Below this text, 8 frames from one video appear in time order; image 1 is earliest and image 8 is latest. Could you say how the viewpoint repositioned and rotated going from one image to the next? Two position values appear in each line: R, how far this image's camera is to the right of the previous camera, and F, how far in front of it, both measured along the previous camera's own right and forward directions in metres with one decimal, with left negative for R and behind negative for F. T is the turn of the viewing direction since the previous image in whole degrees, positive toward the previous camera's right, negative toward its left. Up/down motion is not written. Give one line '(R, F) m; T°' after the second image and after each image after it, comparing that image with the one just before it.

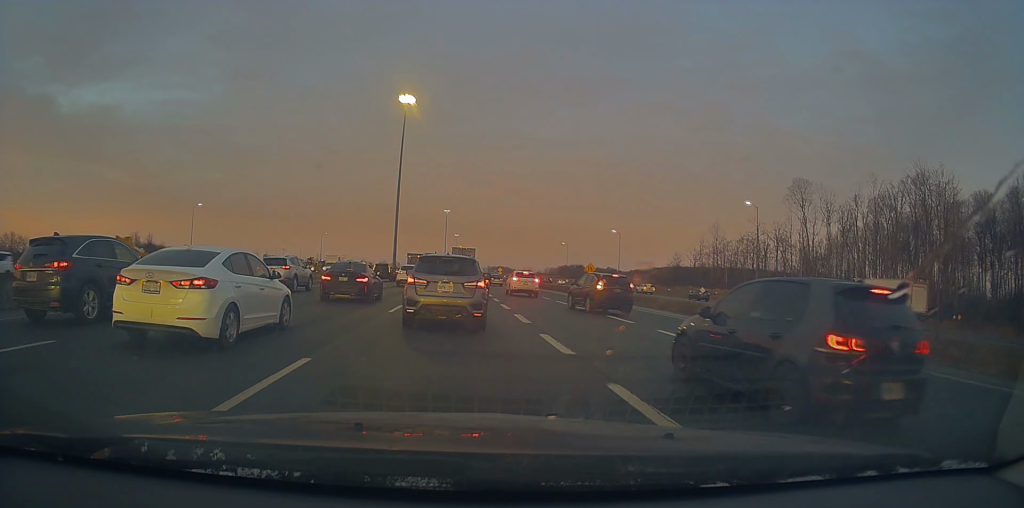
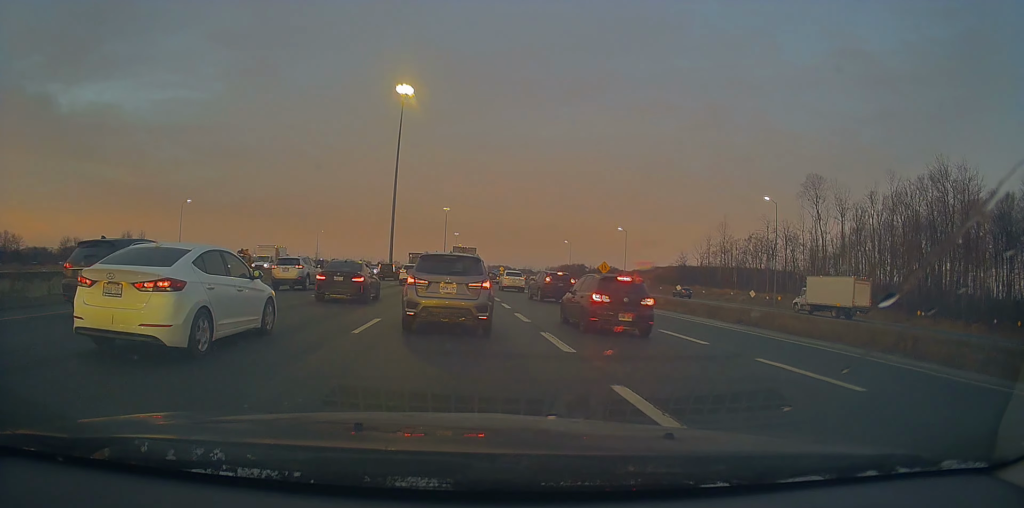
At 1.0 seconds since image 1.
(+0.9, +5.9) m; +5°
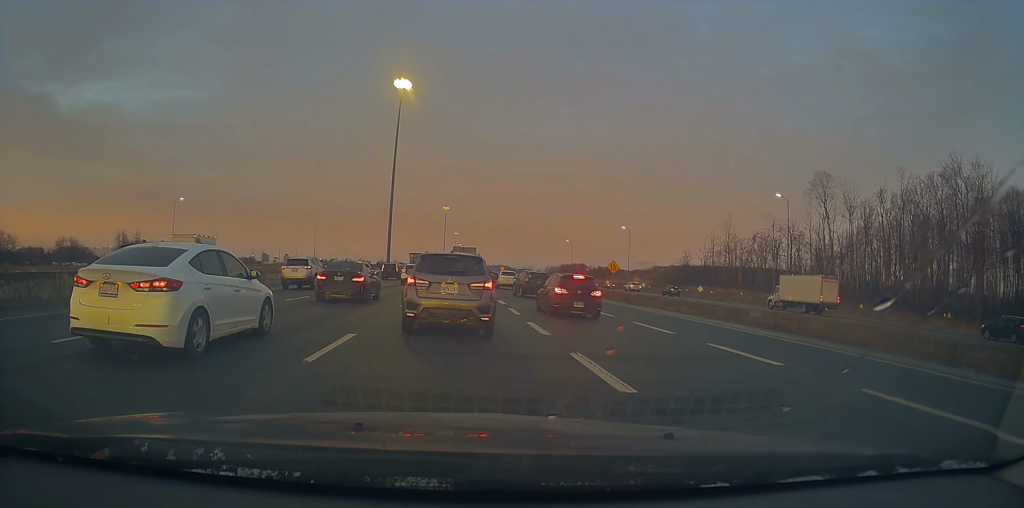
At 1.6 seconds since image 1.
(-0.3, +3.6) m; -1°
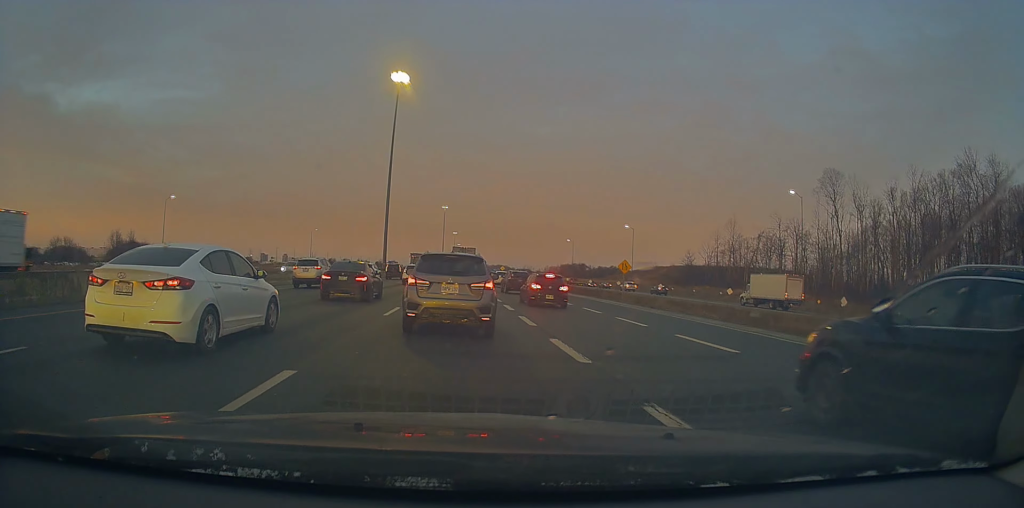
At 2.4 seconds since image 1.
(+0.1, +4.1) m; -1°
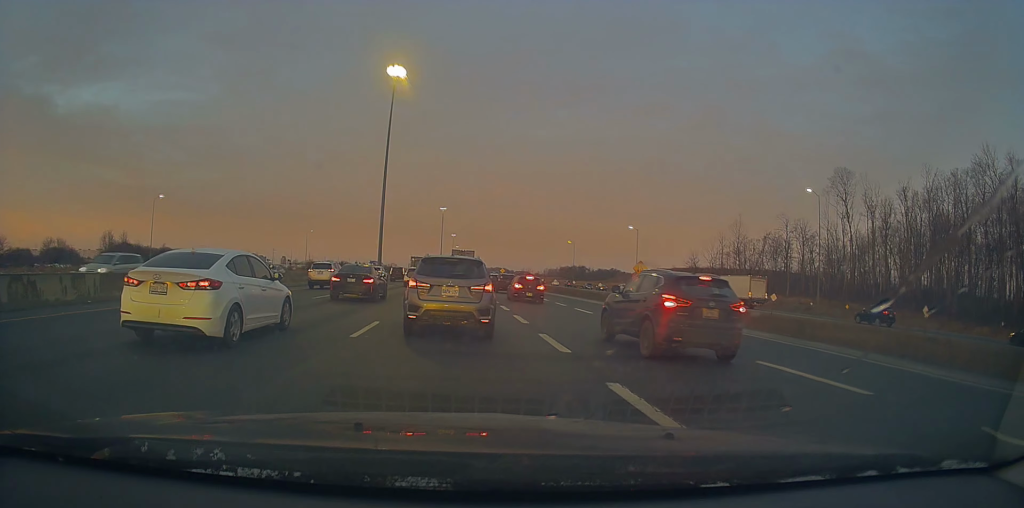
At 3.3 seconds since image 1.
(-0.1, +4.8) m; -2°
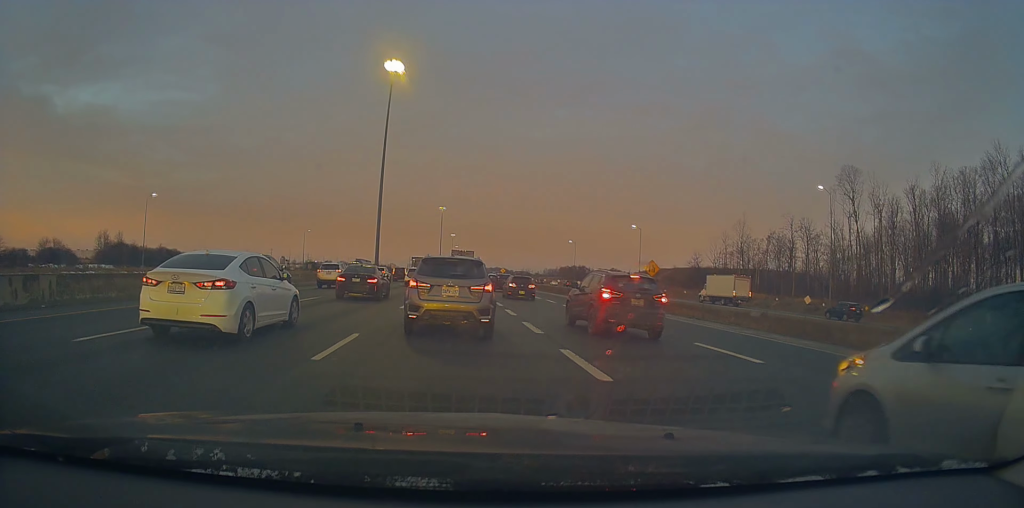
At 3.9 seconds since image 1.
(-0.2, +2.7) m; -1°
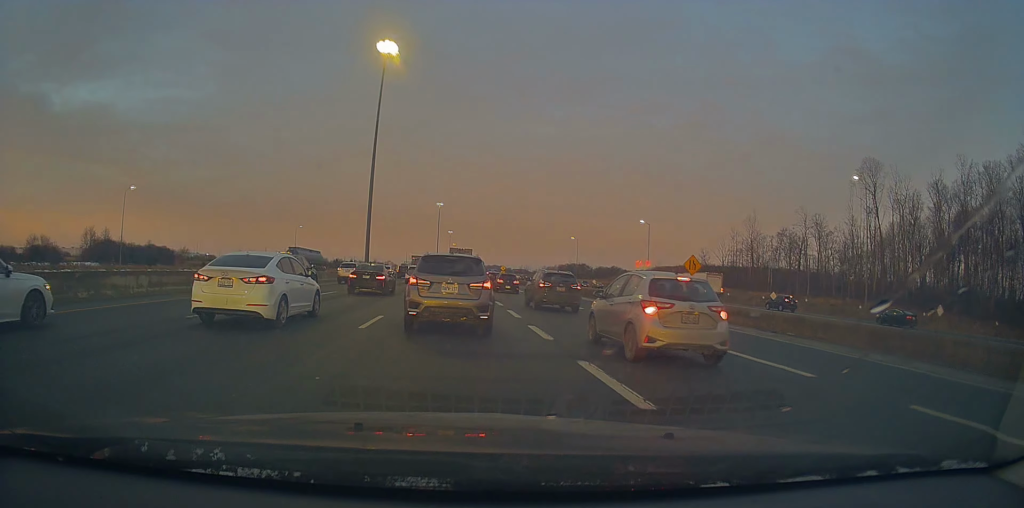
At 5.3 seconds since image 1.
(+0.3, +6.9) m; +2°
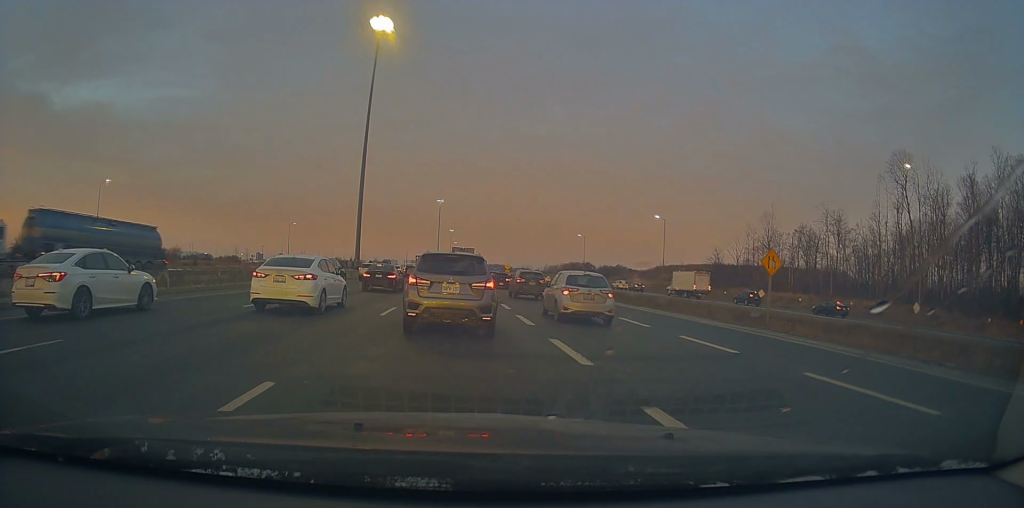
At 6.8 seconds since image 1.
(-0.3, +8.4) m; -3°
